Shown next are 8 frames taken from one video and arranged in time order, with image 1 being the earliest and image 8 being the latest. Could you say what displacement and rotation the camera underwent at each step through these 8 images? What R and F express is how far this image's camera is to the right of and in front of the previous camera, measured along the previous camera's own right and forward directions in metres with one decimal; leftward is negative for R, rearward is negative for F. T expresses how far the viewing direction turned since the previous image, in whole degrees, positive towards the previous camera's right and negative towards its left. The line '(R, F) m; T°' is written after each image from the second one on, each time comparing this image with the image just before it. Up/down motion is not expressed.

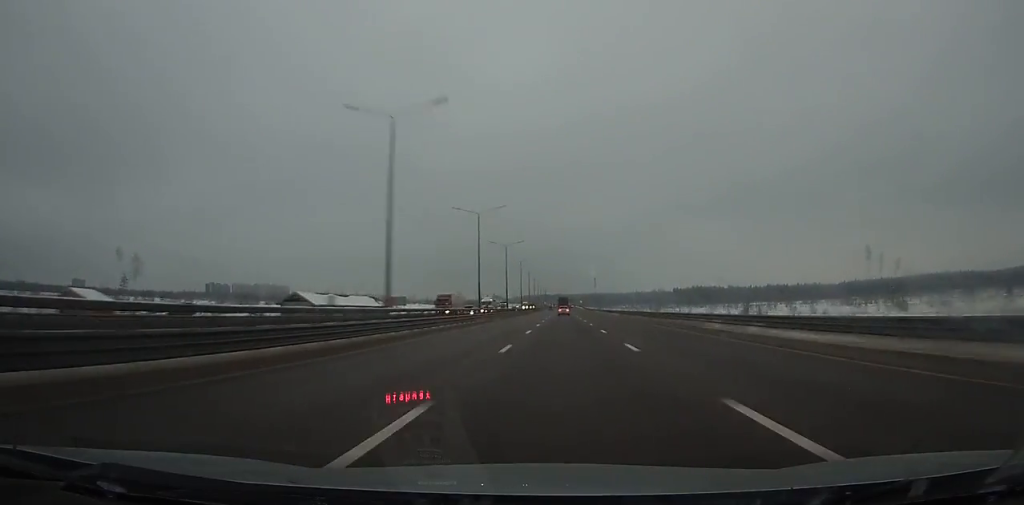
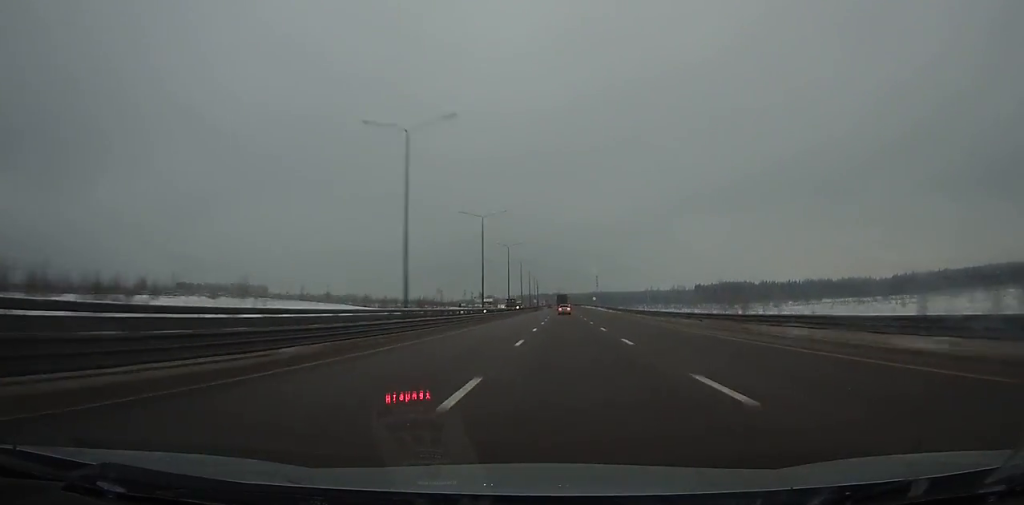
(0.0, +117.9) m; 0°
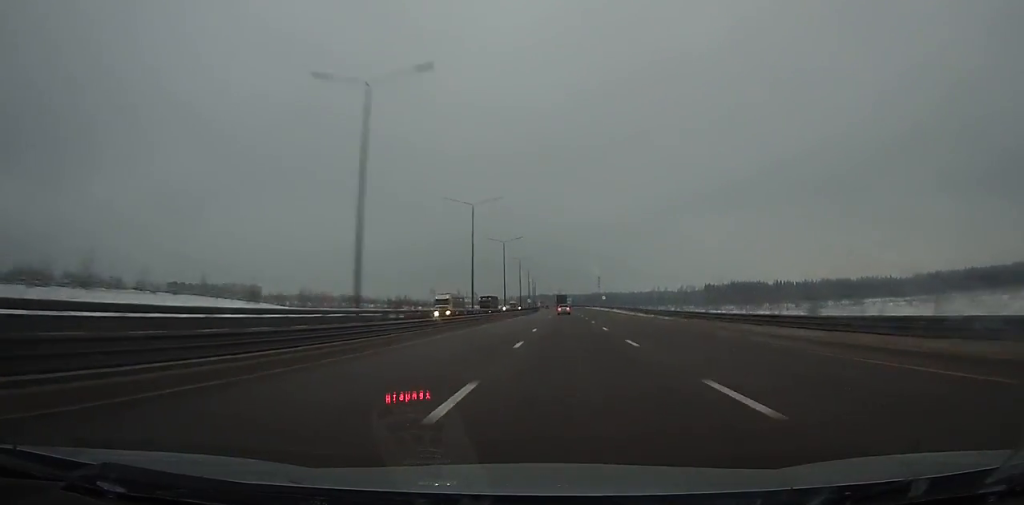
(0.0, +35.9) m; 0°
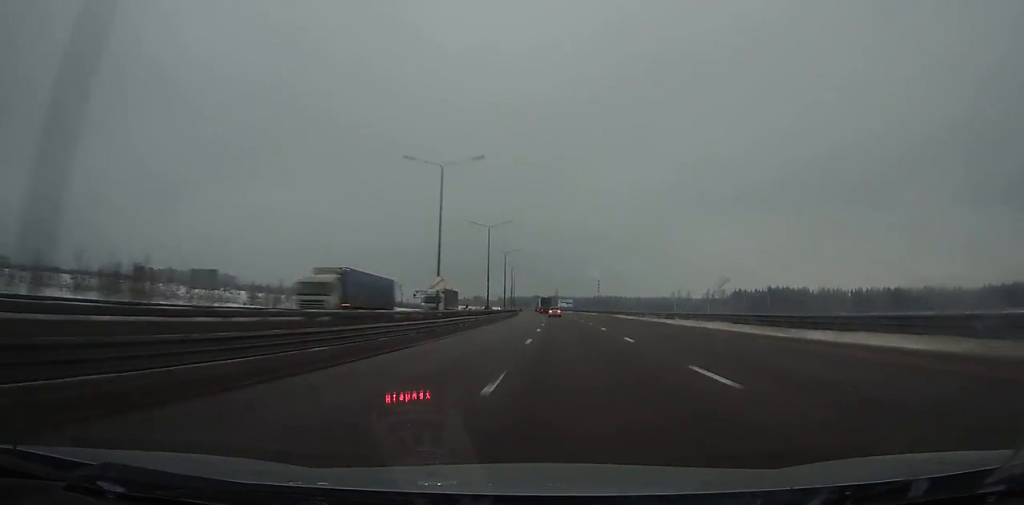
(+0.1, +106.4) m; 0°
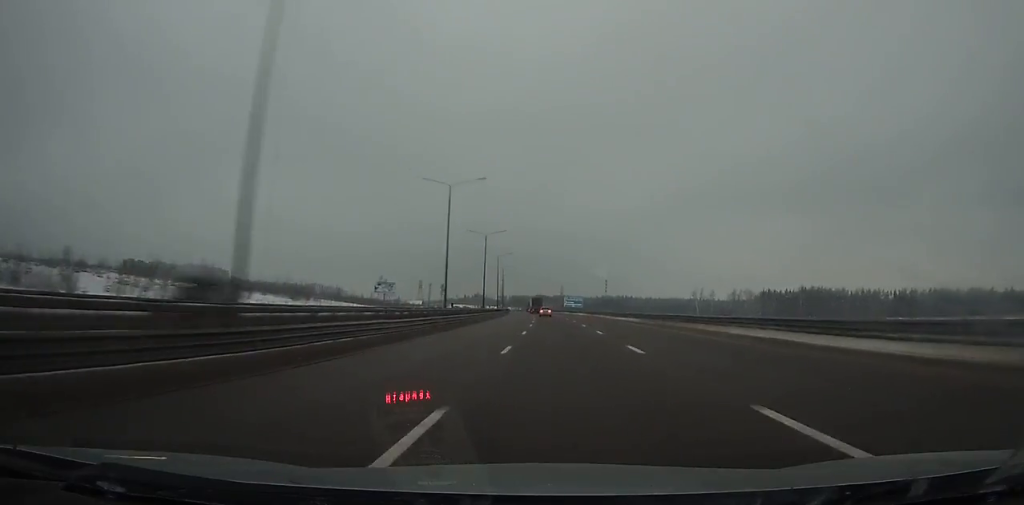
(-0.4, +53.8) m; -1°
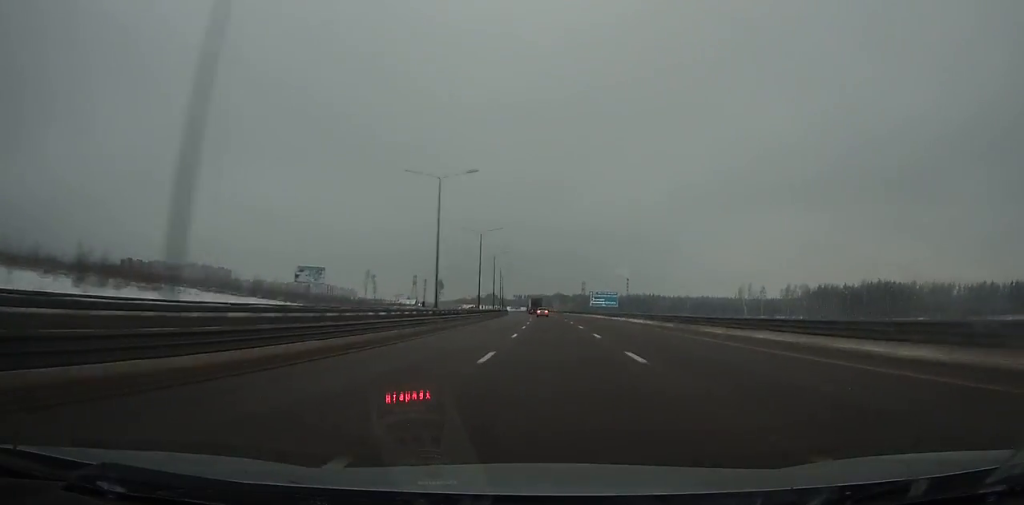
(-0.6, +61.9) m; -2°
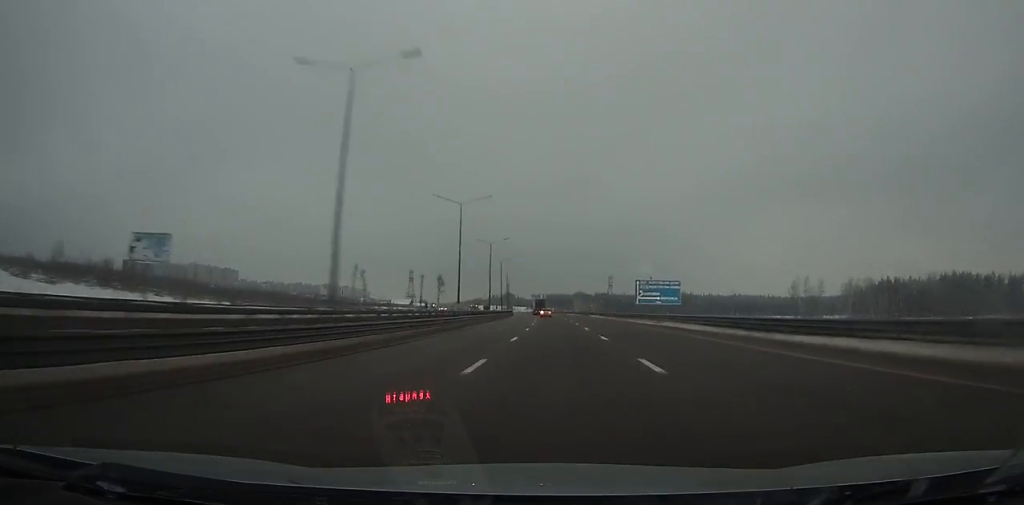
(-0.2, +51.3) m; -2°
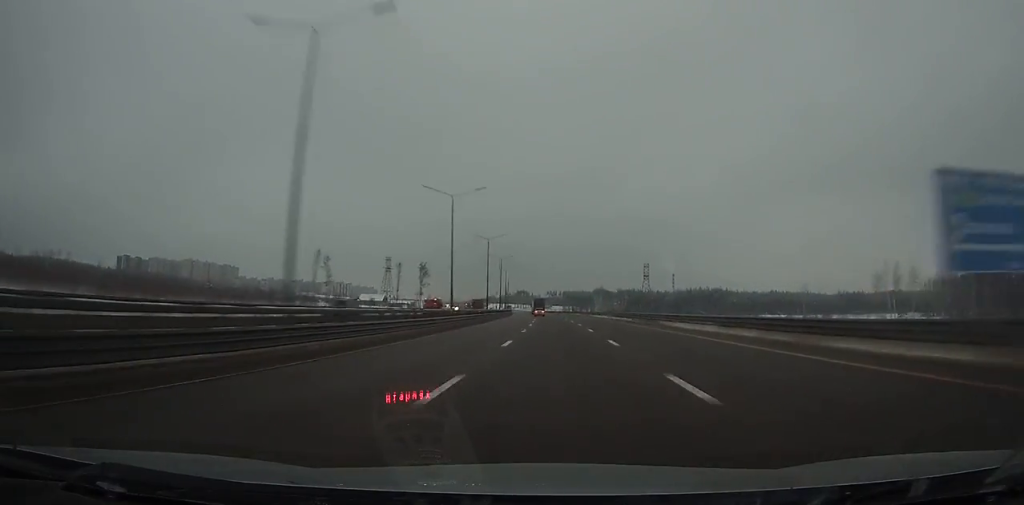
(-1.5, +63.2) m; -2°
